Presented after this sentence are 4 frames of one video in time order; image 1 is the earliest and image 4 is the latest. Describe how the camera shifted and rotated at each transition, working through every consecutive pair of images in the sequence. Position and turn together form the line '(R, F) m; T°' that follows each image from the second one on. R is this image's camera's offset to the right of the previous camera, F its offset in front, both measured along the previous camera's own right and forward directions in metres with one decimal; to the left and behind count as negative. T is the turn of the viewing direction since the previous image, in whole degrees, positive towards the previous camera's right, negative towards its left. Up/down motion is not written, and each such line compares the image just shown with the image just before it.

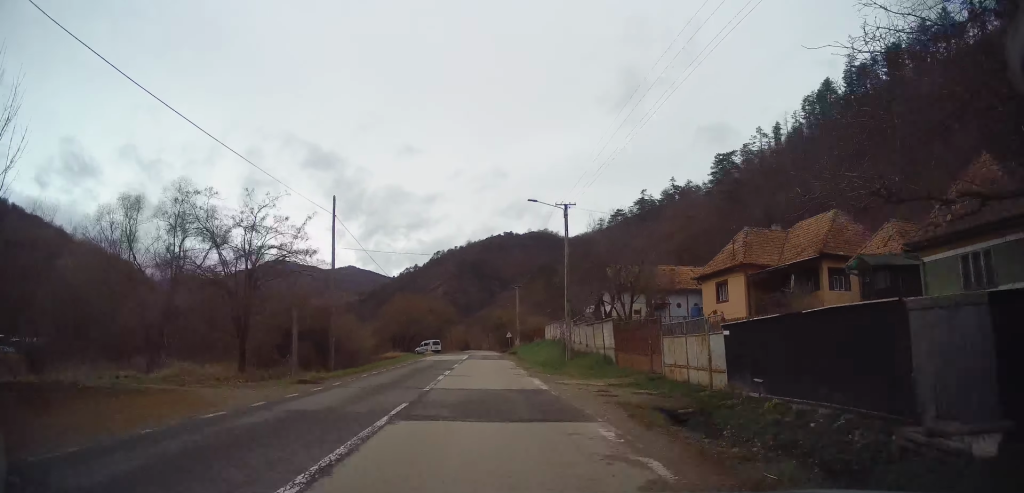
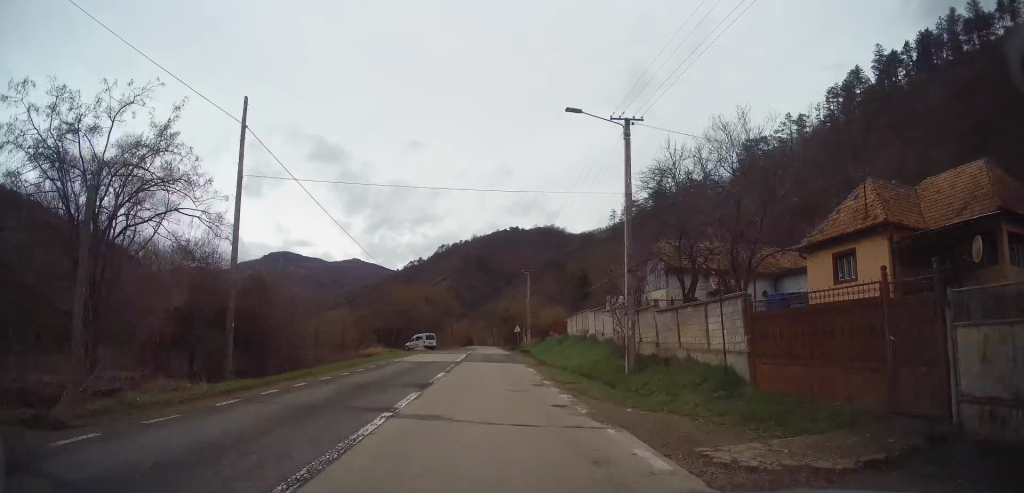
(-0.2, +11.6) m; -1°
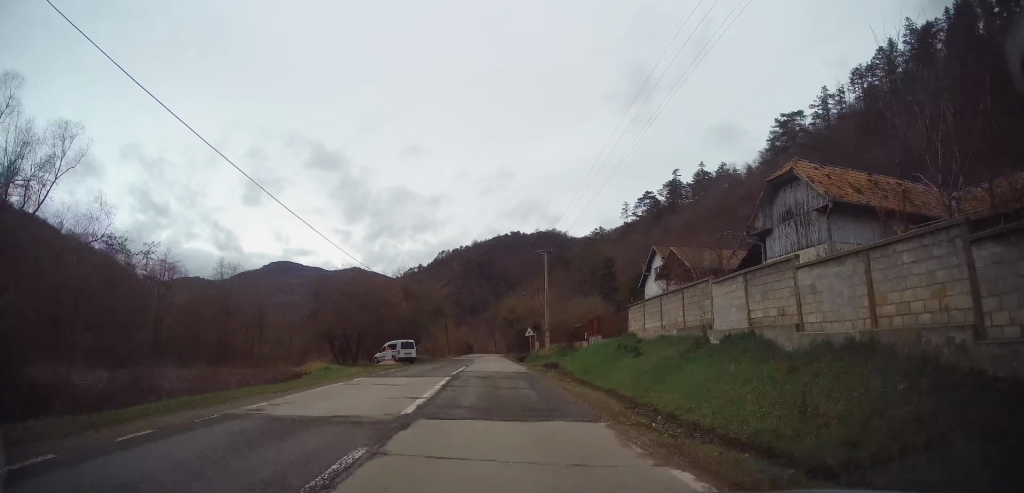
(-0.3, +17.1) m; 0°
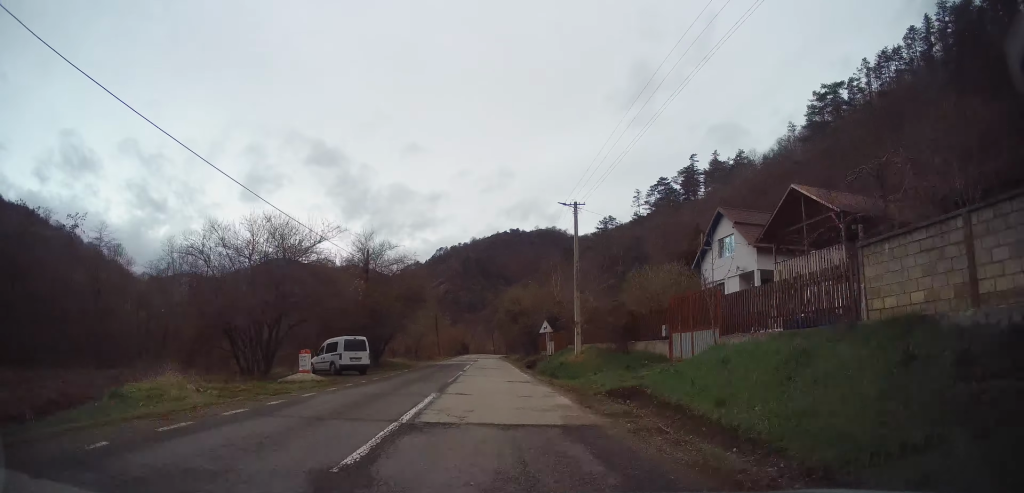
(+0.2, +15.3) m; +1°
